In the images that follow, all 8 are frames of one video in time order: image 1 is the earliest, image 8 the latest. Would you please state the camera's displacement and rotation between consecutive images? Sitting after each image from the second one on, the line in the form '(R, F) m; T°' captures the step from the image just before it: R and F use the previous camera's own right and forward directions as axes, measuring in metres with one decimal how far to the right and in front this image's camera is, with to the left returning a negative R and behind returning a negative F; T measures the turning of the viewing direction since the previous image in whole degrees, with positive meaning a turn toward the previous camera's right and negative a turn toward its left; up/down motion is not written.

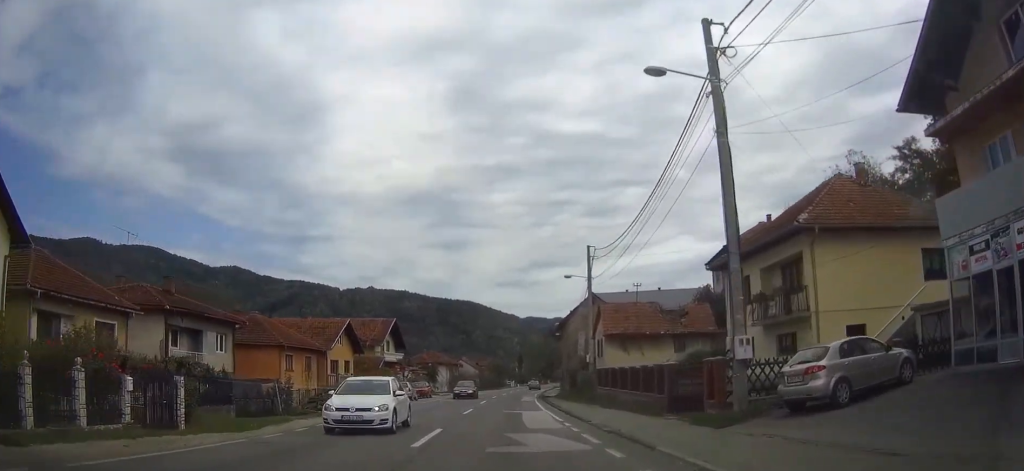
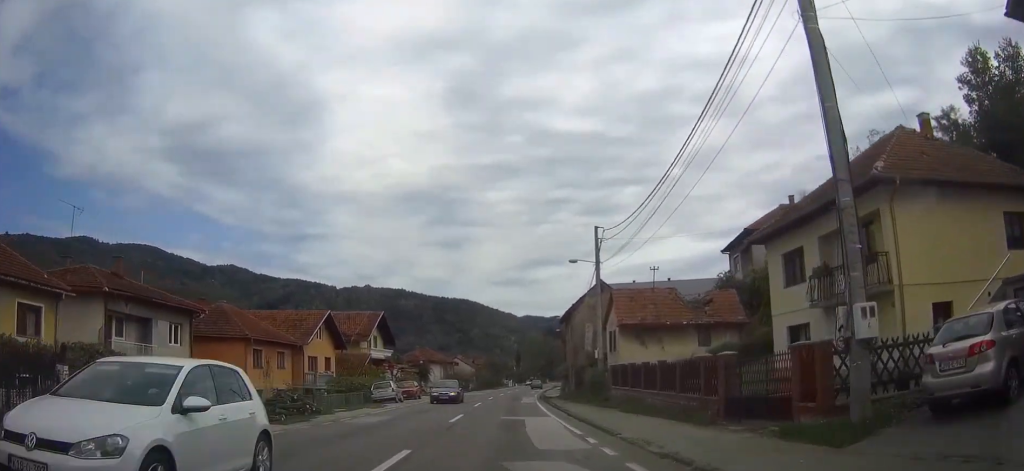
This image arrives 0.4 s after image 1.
(0.0, +5.9) m; 0°
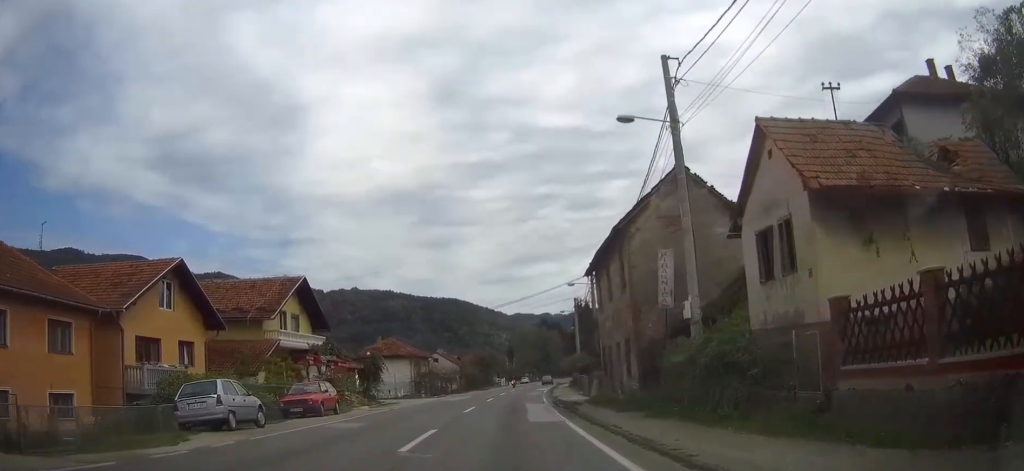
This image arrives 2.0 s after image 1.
(+0.2, +24.7) m; +1°
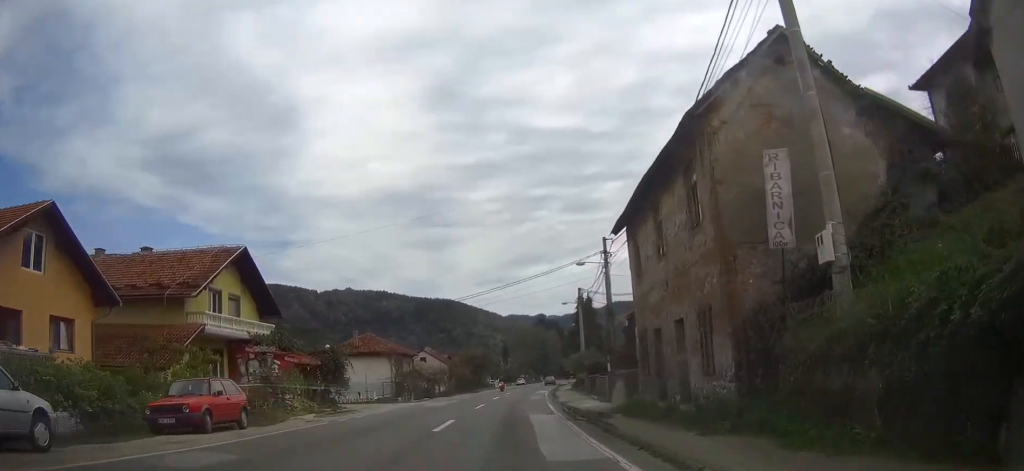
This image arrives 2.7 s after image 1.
(0.0, +10.1) m; 0°
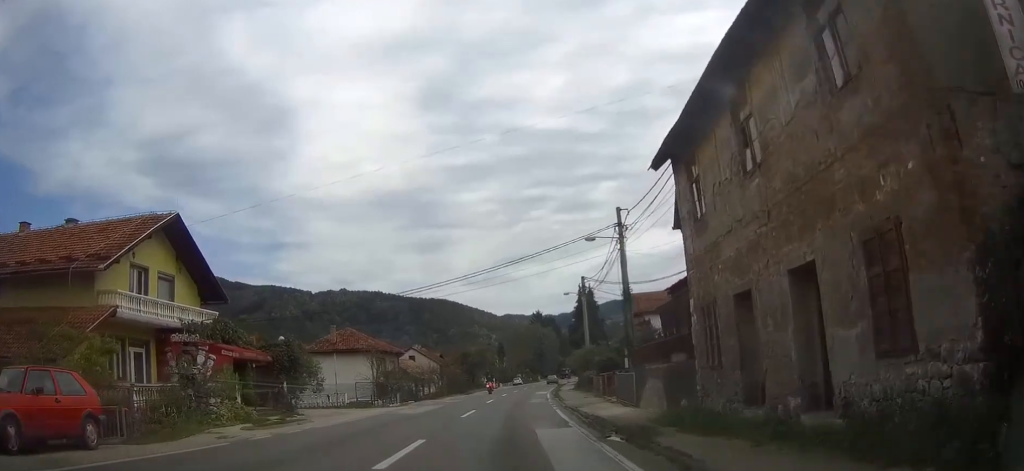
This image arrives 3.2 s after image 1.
(0.0, +7.5) m; +1°
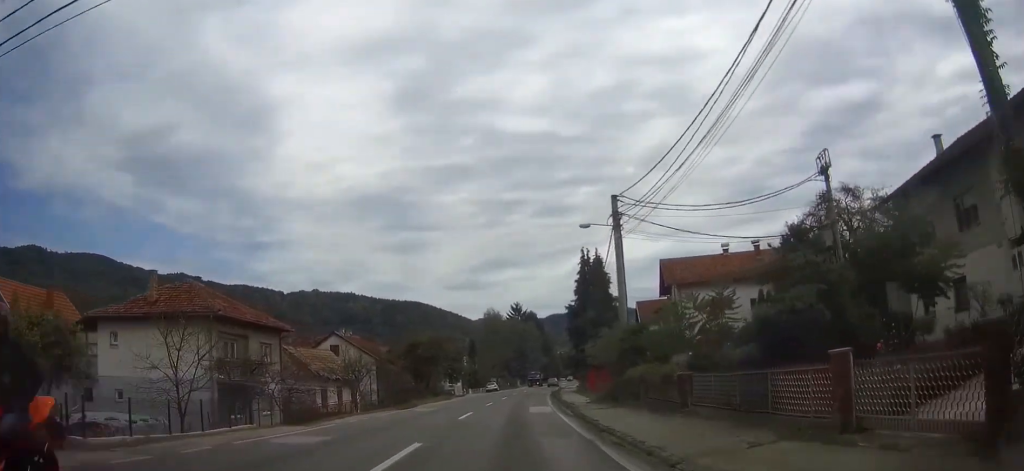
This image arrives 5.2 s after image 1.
(+0.6, +29.9) m; +2°
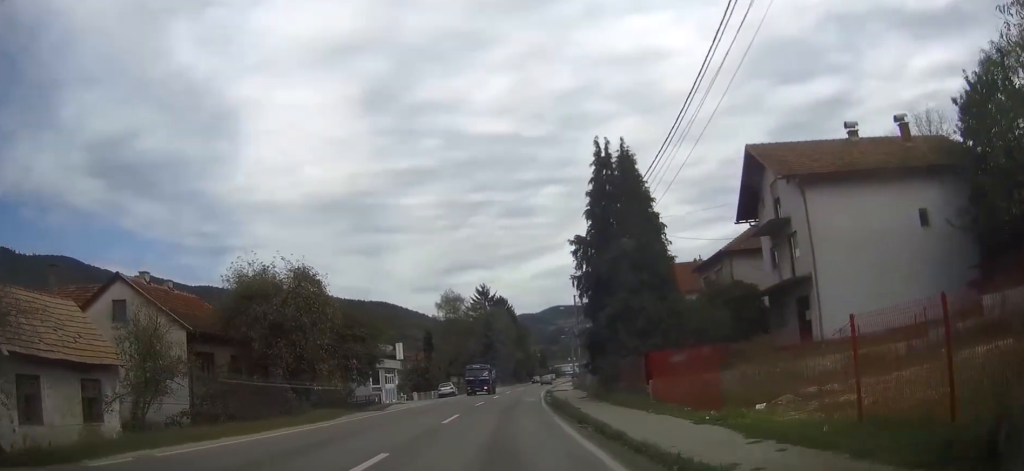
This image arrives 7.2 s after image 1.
(+0.8, +31.5) m; +3°
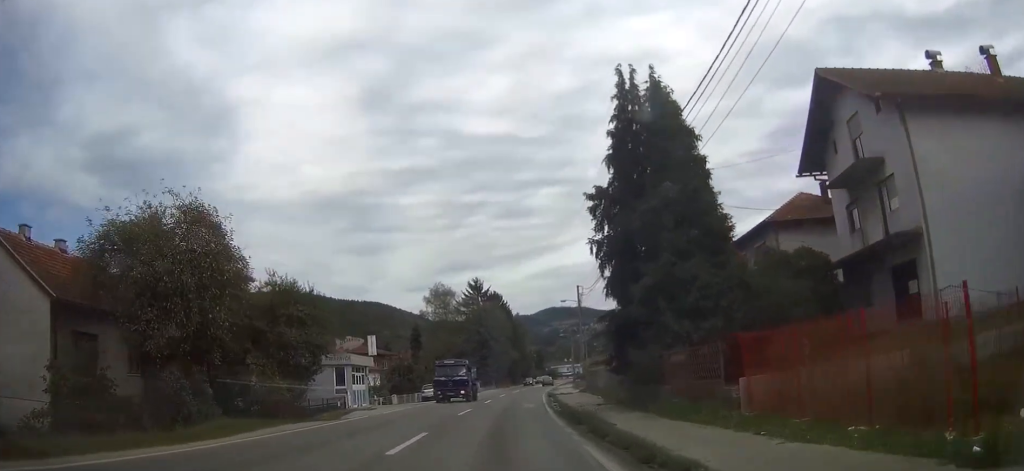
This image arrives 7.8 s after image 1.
(+0.1, +9.6) m; +1°
